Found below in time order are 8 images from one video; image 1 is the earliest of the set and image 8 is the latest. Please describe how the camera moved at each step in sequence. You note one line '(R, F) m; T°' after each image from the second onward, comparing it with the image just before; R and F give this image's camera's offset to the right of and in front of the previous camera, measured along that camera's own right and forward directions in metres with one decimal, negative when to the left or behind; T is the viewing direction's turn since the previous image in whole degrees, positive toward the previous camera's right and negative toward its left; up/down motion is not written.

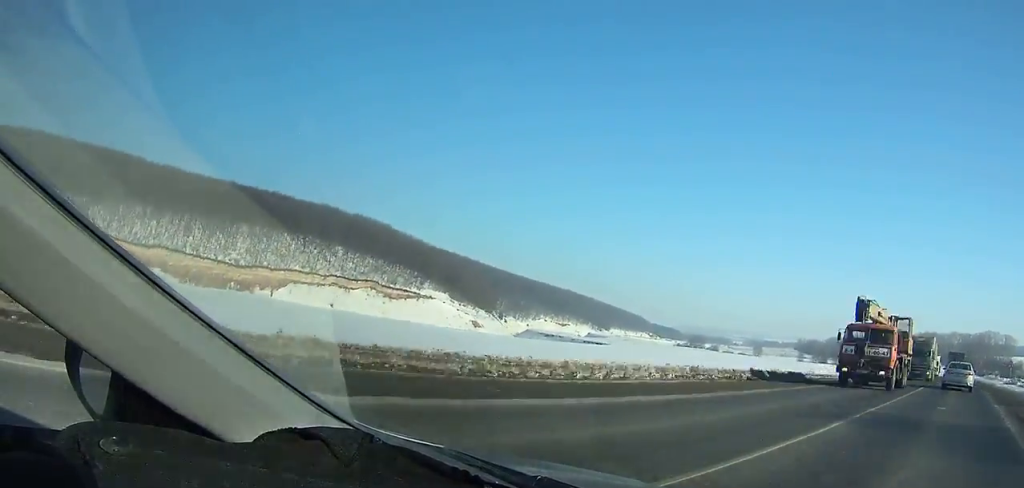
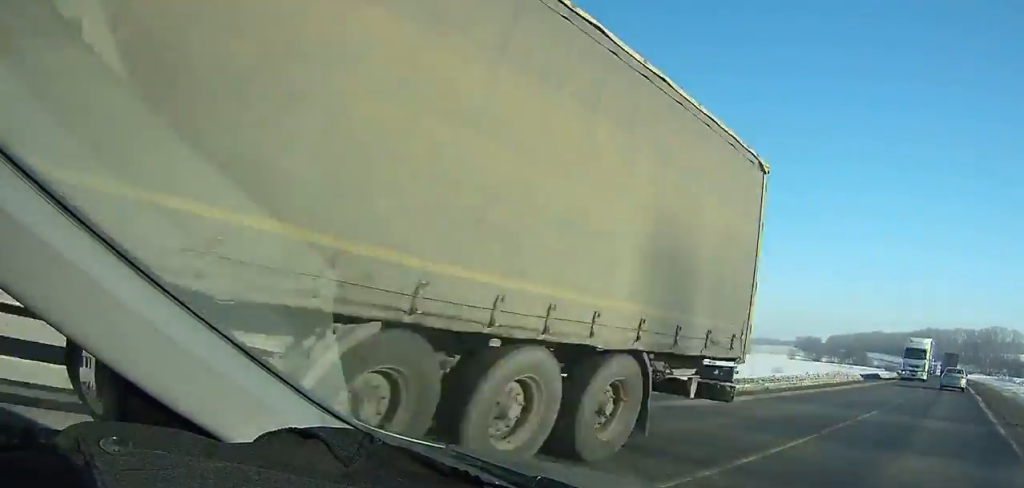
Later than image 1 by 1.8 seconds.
(0.0, +32.9) m; -1°
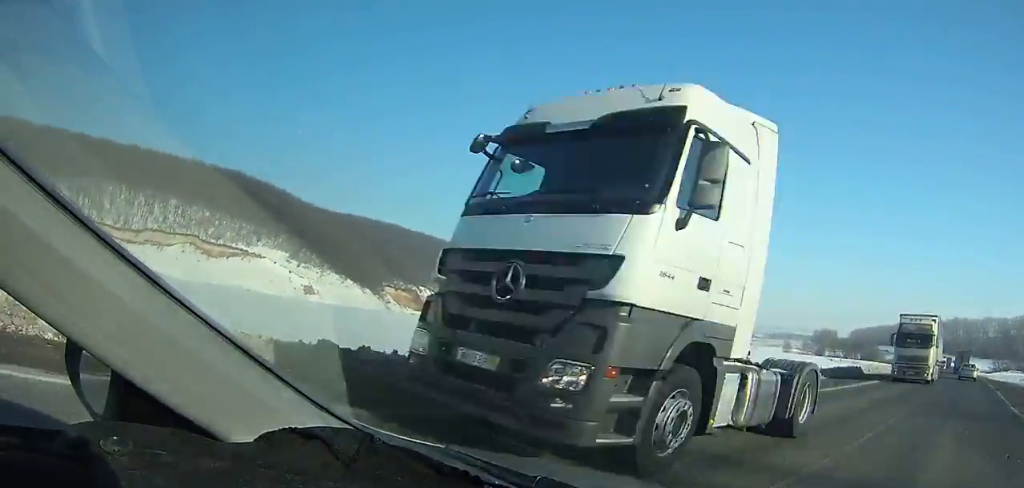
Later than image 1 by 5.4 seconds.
(-1.4, +68.5) m; -2°
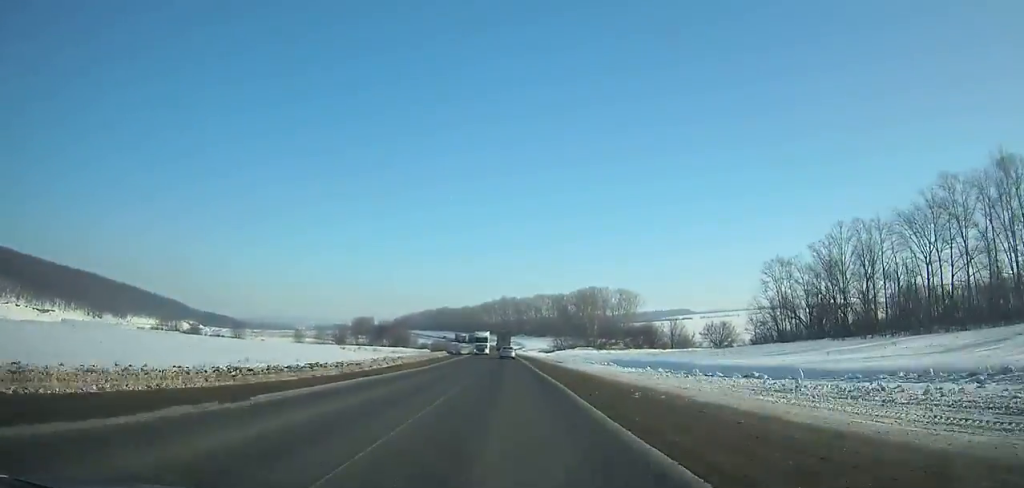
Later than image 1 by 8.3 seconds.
(-0.6, +58.2) m; -1°
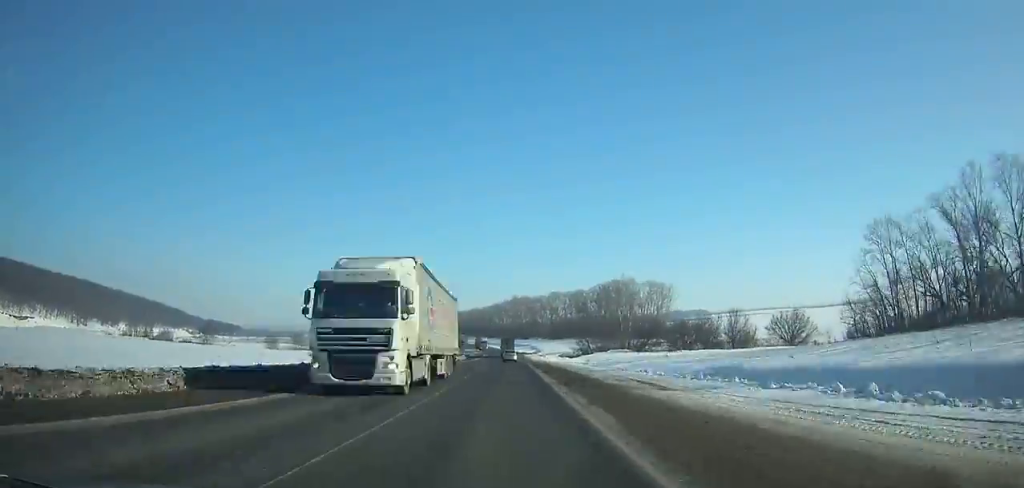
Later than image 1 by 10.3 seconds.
(0.0, +41.6) m; -1°
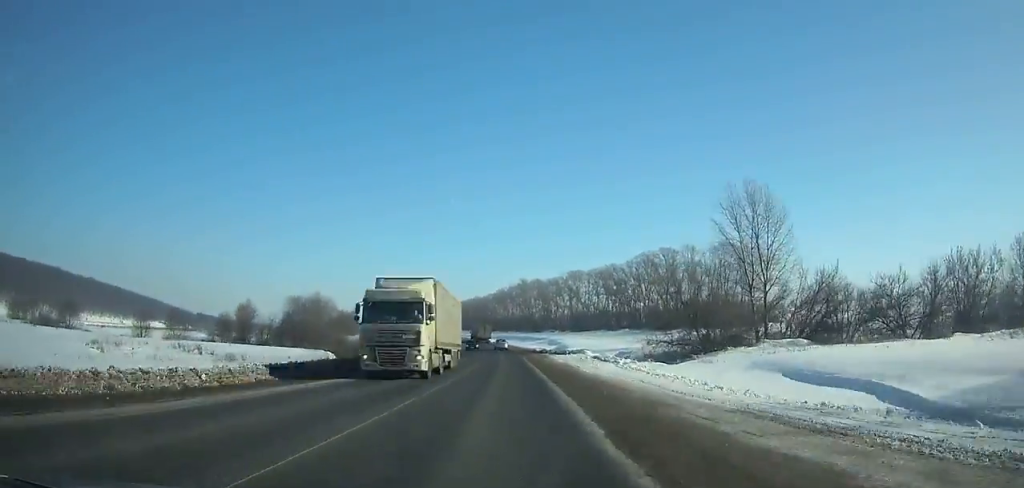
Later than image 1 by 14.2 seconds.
(-1.8, +85.3) m; -3°
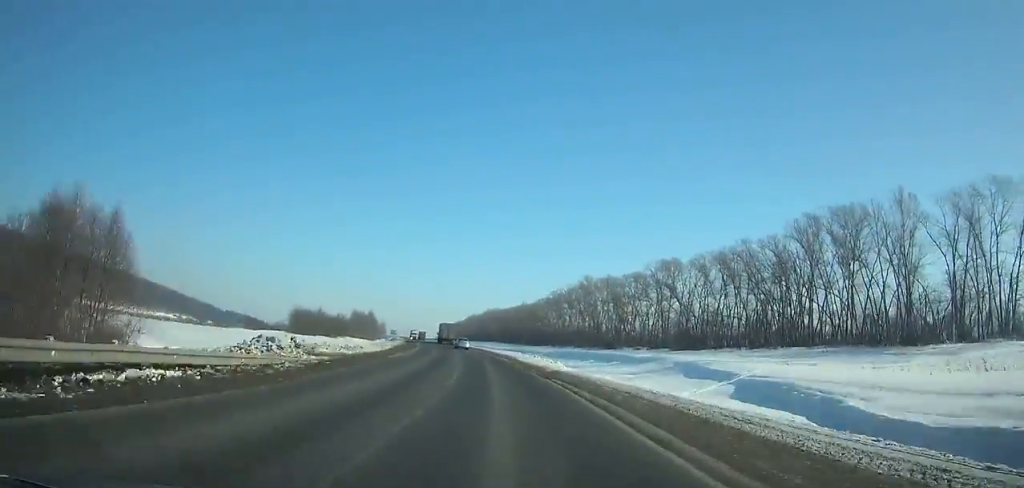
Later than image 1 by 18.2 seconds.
(-3.6, +90.2) m; -6°
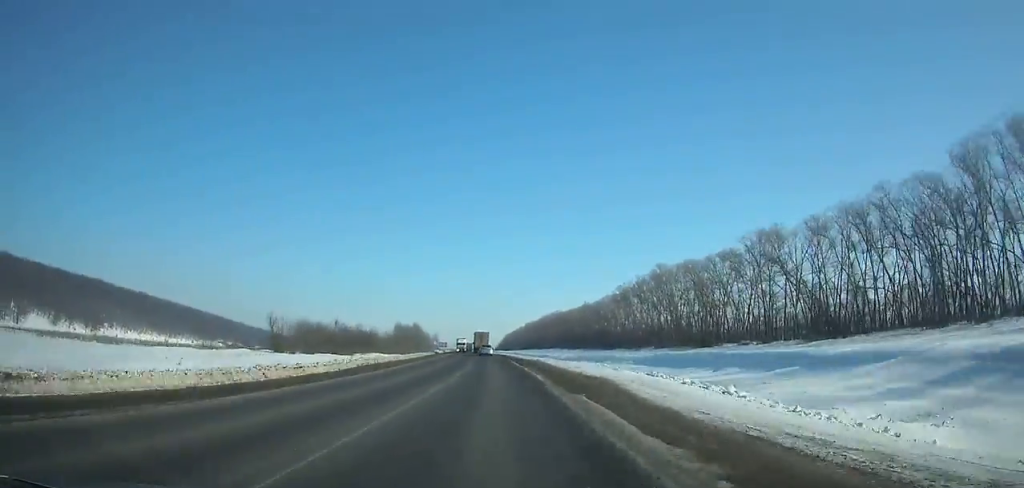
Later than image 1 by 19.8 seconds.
(-0.5, +36.2) m; -3°
